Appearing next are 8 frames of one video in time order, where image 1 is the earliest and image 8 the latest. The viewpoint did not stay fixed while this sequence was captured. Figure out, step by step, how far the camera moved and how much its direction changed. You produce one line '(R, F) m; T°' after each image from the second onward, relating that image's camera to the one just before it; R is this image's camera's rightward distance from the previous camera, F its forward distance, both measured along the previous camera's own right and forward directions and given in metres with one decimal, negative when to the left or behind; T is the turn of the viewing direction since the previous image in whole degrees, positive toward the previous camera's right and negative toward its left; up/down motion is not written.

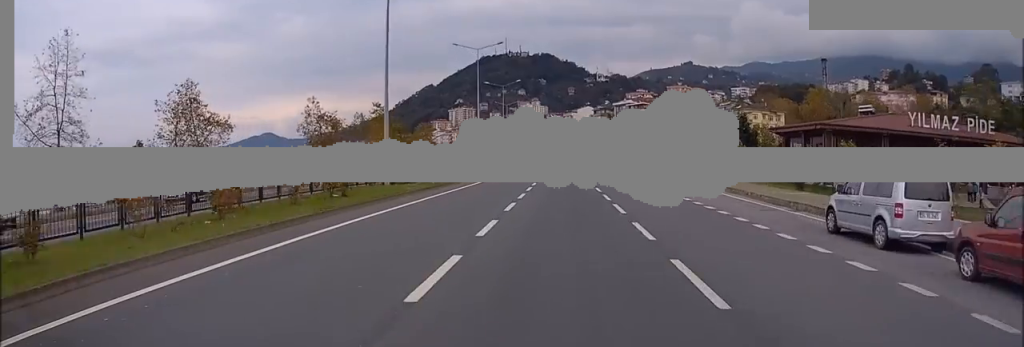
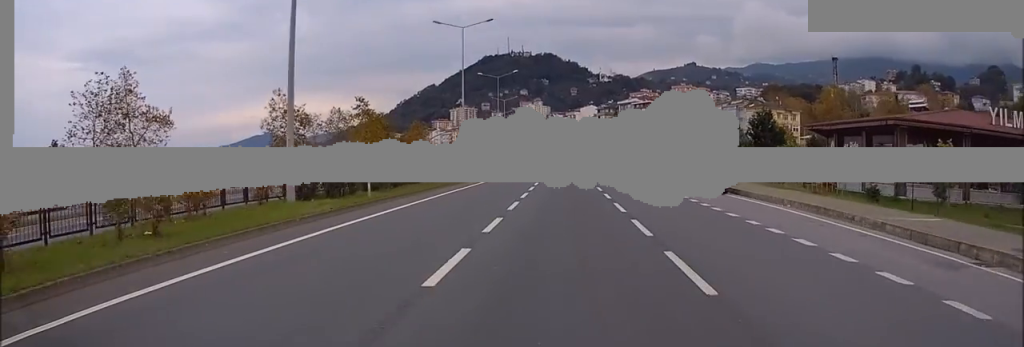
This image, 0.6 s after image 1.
(0.0, +11.0) m; 0°
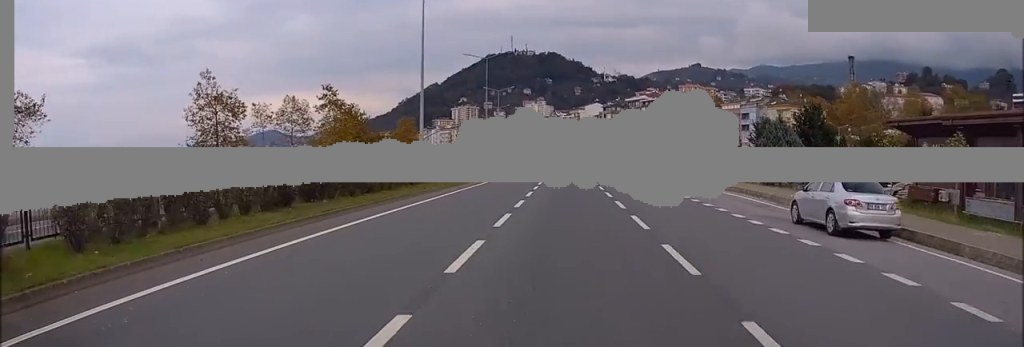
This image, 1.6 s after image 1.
(-0.1, +16.5) m; -1°
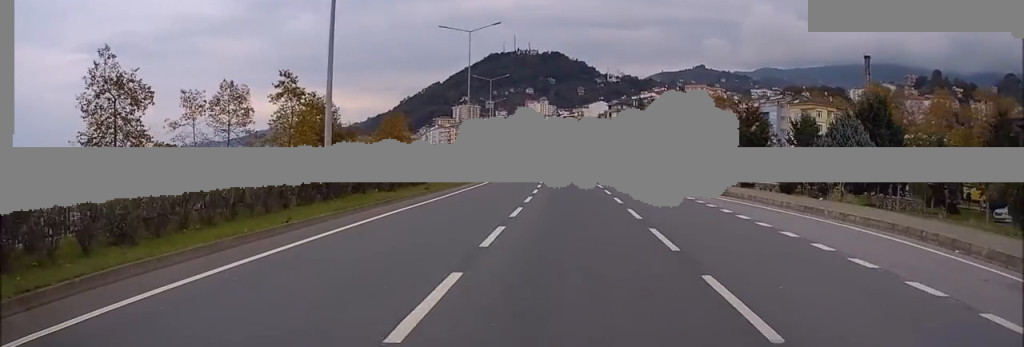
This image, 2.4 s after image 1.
(-0.1, +15.0) m; 0°
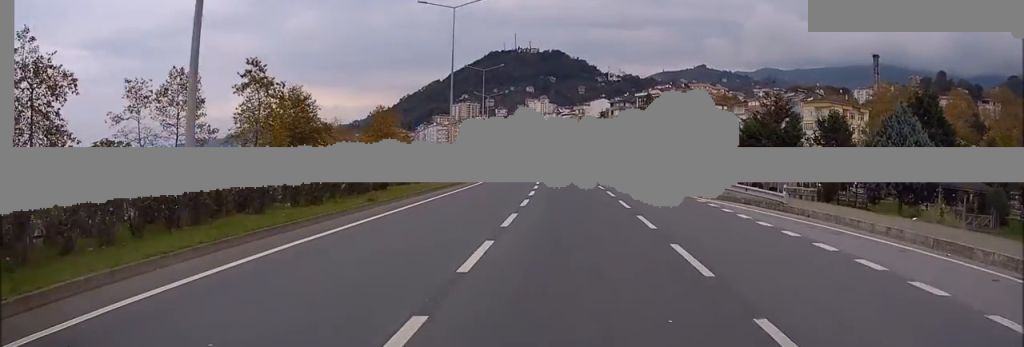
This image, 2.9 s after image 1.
(0.0, +9.0) m; 0°
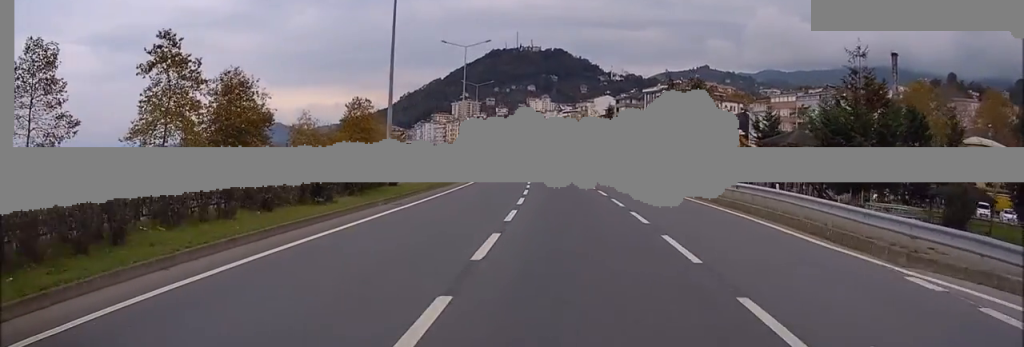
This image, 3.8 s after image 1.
(+0.1, +16.9) m; 0°
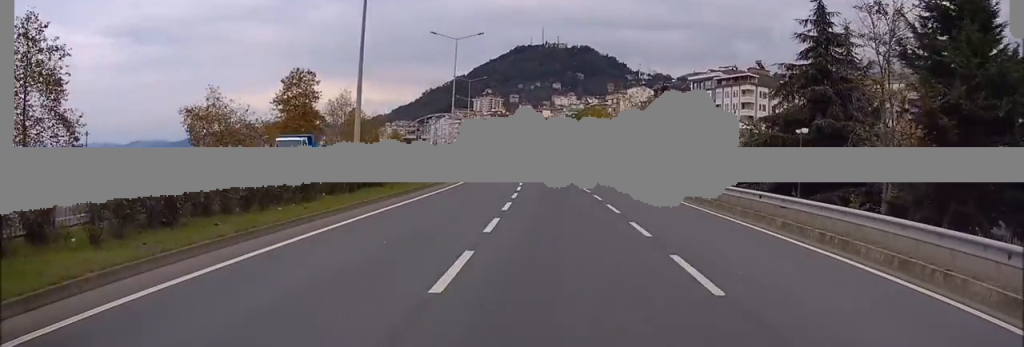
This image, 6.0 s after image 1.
(-0.4, +40.0) m; -2°
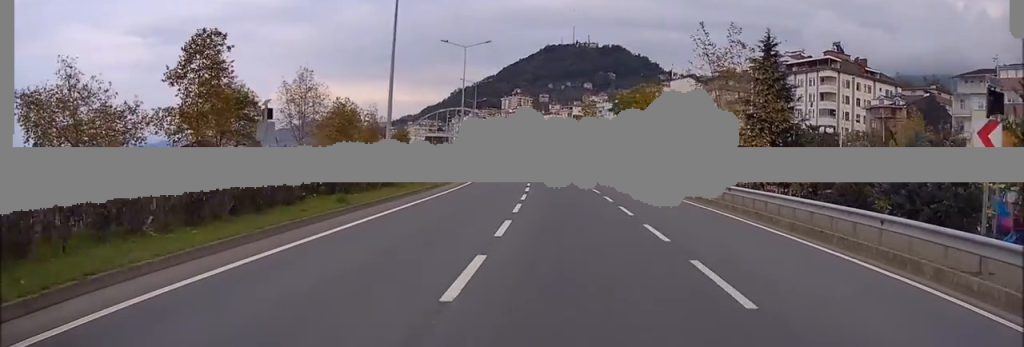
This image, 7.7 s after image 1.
(-0.6, +31.2) m; -3°
